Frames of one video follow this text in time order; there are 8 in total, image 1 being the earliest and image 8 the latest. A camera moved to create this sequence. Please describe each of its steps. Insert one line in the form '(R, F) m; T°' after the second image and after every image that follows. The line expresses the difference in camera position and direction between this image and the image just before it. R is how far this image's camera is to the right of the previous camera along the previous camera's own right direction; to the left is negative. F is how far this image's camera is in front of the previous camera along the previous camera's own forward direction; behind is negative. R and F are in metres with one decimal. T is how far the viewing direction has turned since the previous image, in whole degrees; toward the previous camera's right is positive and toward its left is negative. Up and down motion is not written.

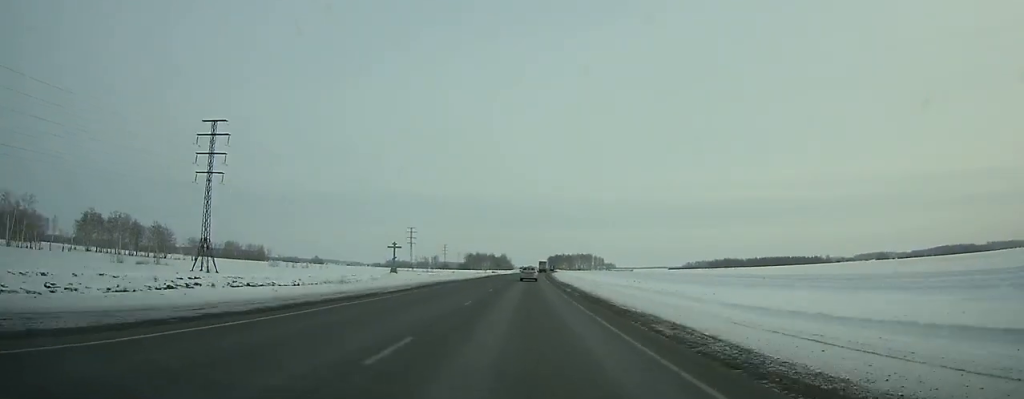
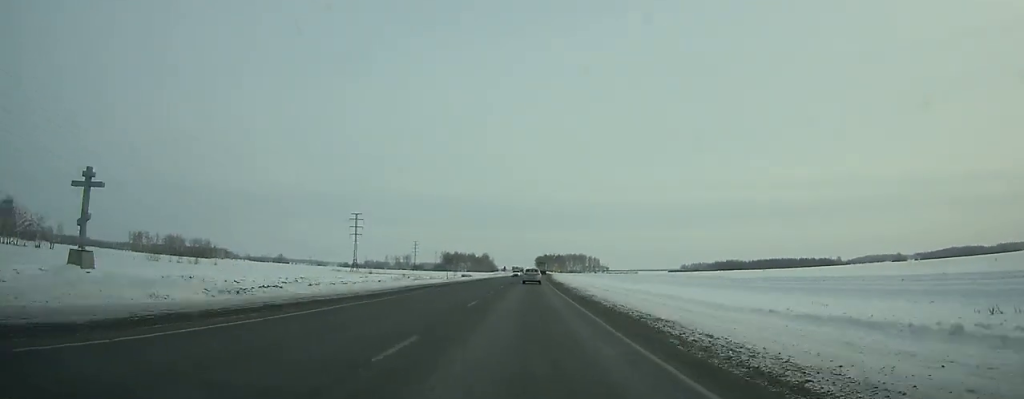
(+1.1, +81.6) m; +1°
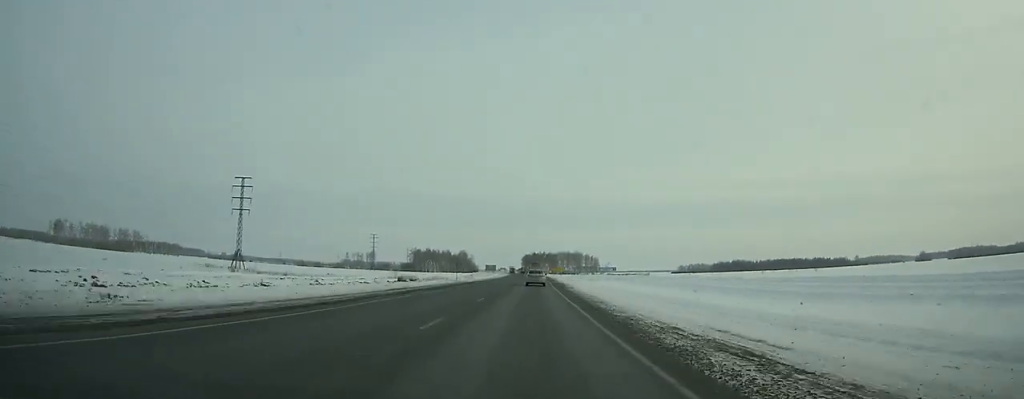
(+1.0, +89.5) m; +2°
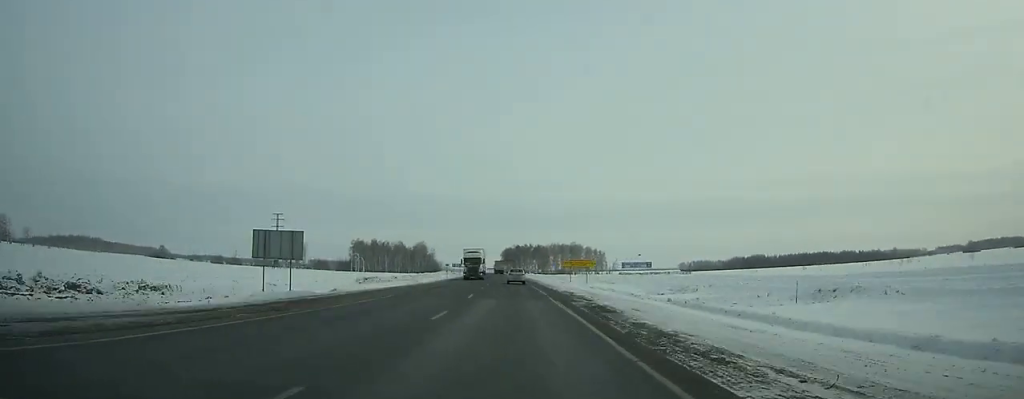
(+1.4, +130.2) m; -1°
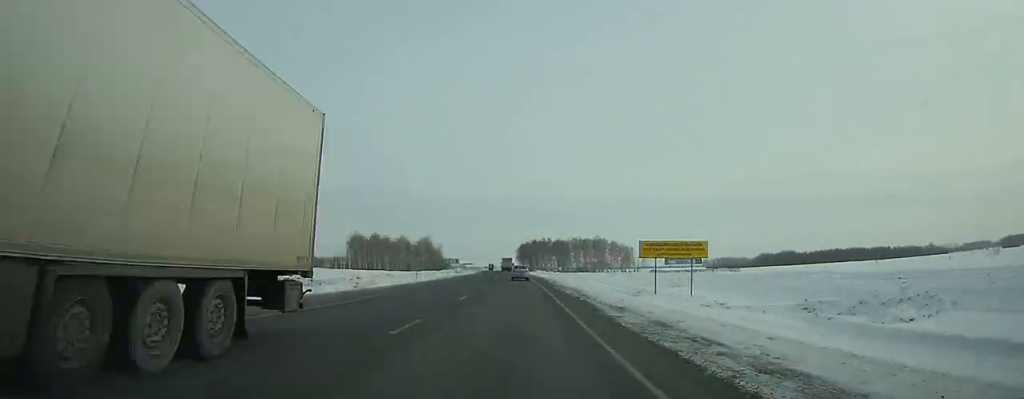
(-0.4, +41.3) m; -1°
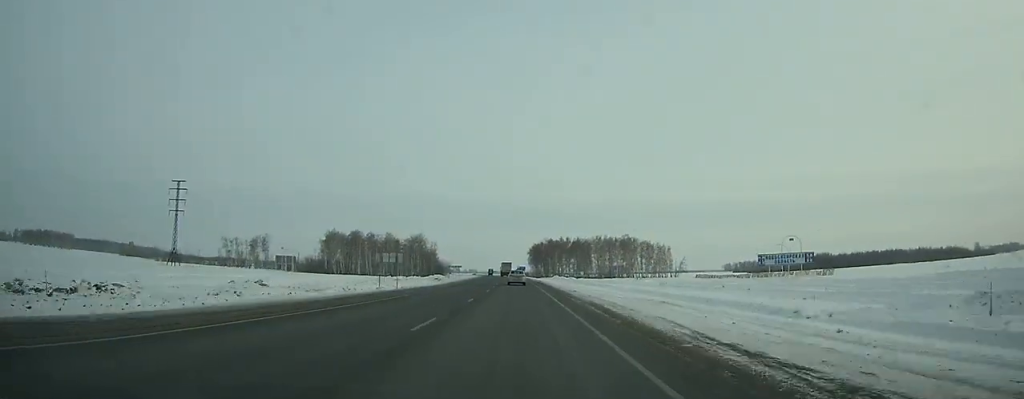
(-0.8, +58.2) m; -2°
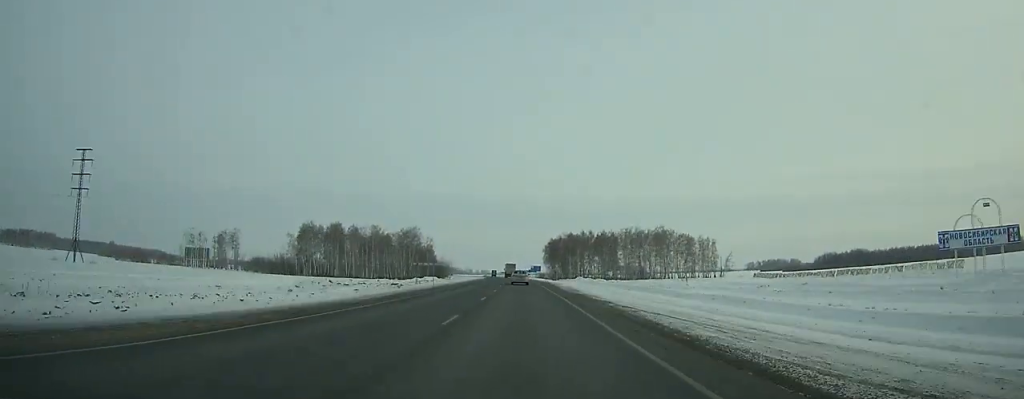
(-0.6, +46.2) m; -1°
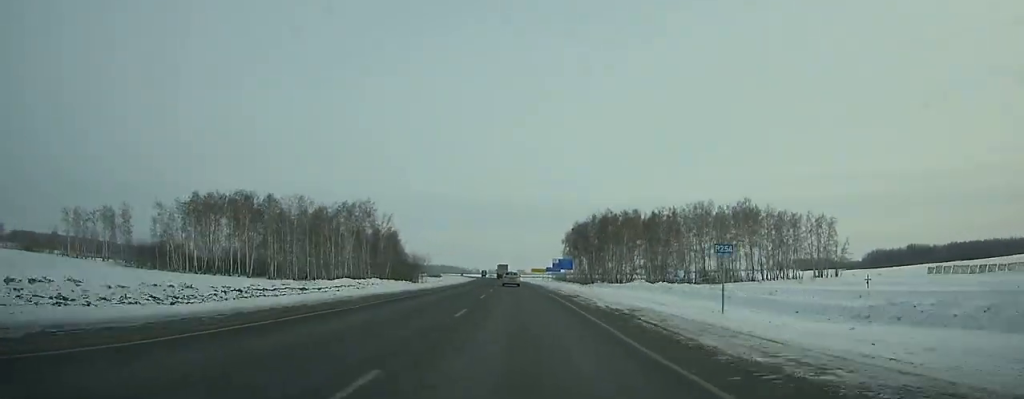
(-0.7, +83.4) m; -1°
